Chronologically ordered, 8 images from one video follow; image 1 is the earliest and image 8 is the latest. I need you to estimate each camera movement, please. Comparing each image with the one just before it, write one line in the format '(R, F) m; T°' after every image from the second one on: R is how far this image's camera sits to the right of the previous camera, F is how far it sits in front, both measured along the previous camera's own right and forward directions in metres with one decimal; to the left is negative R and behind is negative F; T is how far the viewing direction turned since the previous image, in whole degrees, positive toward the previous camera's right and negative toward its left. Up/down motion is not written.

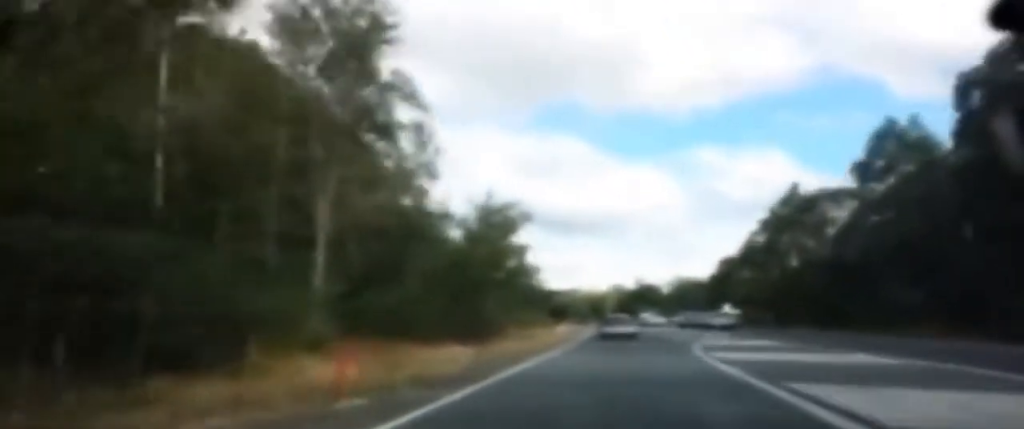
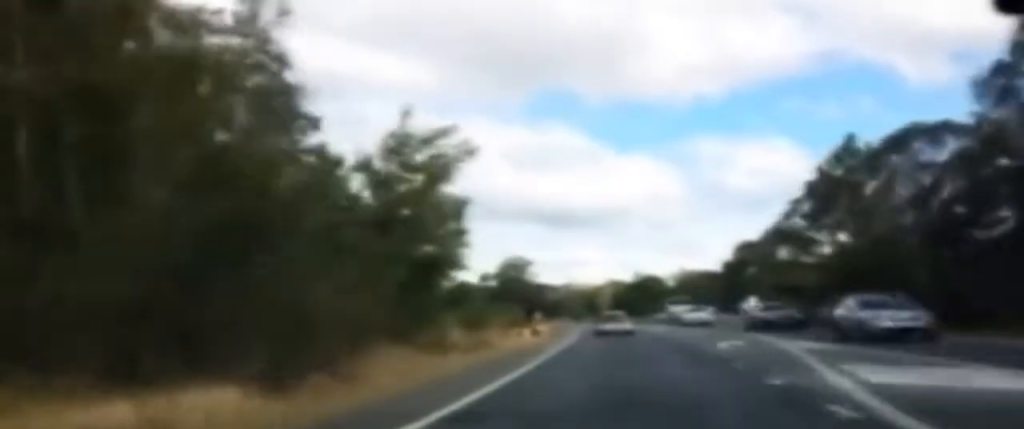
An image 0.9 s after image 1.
(-0.3, +18.6) m; -1°
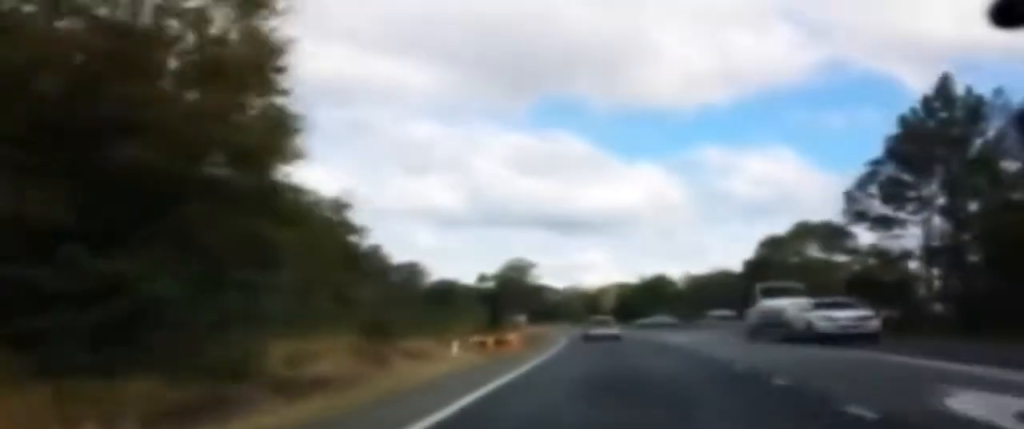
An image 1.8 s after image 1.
(0.0, +19.4) m; +1°
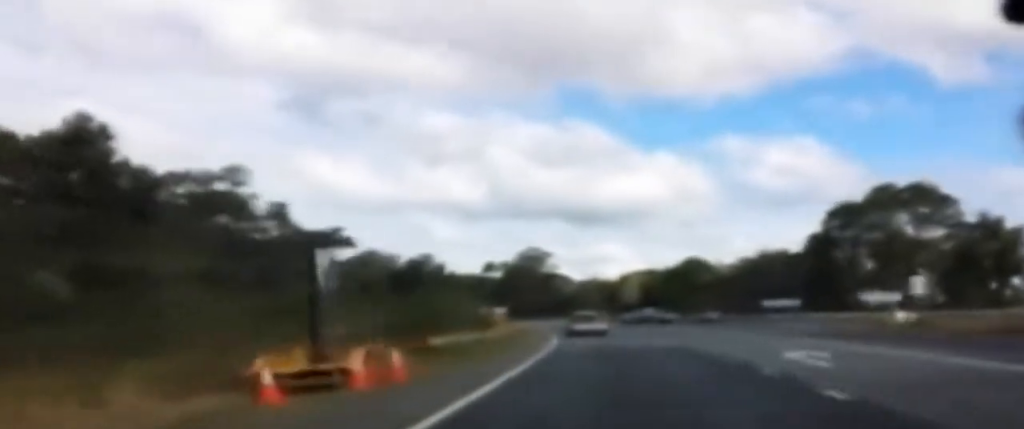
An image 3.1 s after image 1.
(+0.3, +25.7) m; +1°
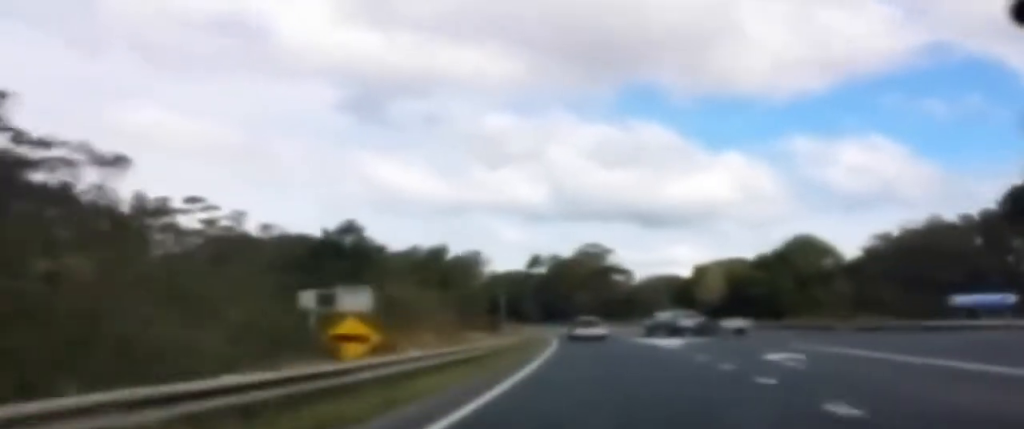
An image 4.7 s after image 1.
(-0.3, +33.8) m; -2°
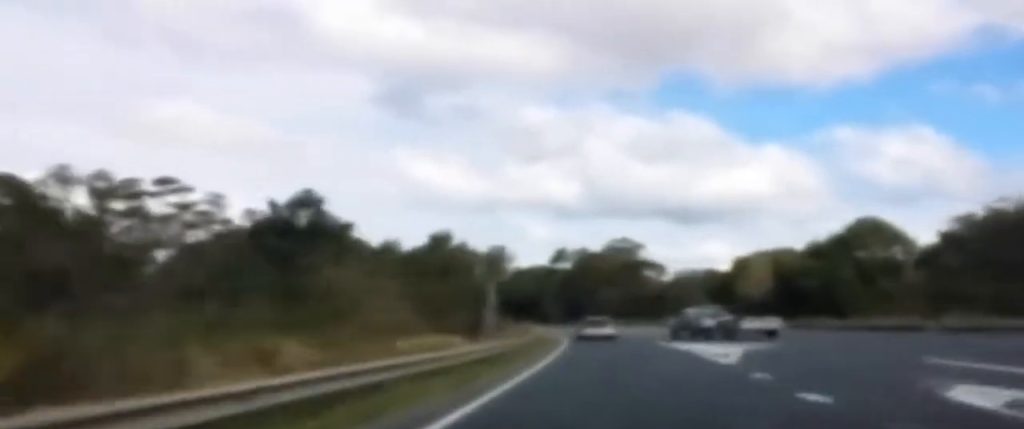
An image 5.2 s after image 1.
(-0.1, +10.7) m; -1°
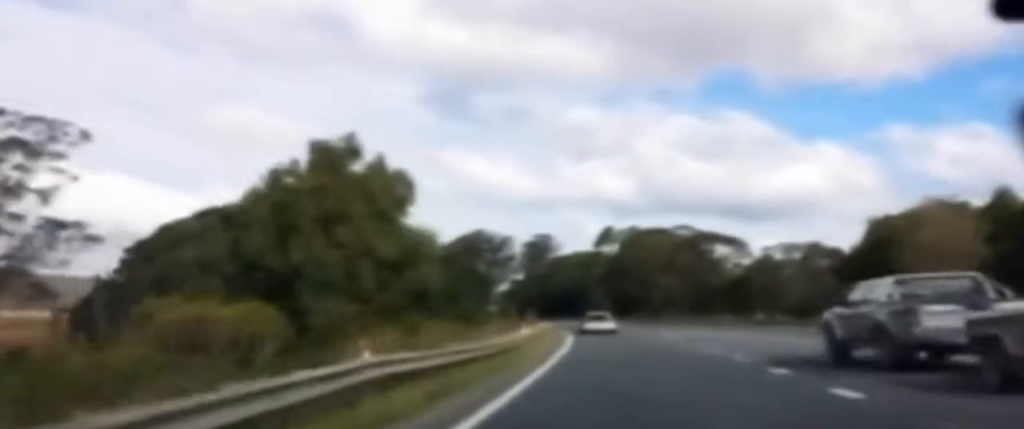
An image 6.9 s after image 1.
(-1.6, +38.5) m; -4°
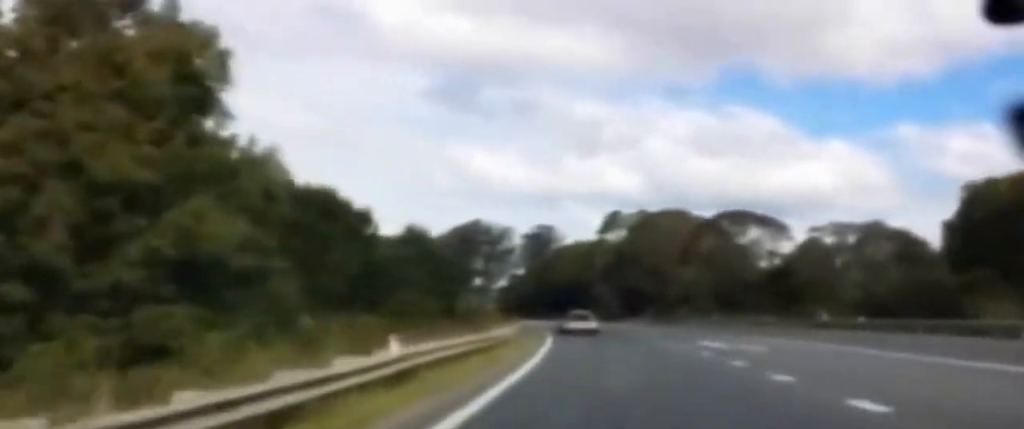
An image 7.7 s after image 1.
(-0.3, +17.7) m; -2°
